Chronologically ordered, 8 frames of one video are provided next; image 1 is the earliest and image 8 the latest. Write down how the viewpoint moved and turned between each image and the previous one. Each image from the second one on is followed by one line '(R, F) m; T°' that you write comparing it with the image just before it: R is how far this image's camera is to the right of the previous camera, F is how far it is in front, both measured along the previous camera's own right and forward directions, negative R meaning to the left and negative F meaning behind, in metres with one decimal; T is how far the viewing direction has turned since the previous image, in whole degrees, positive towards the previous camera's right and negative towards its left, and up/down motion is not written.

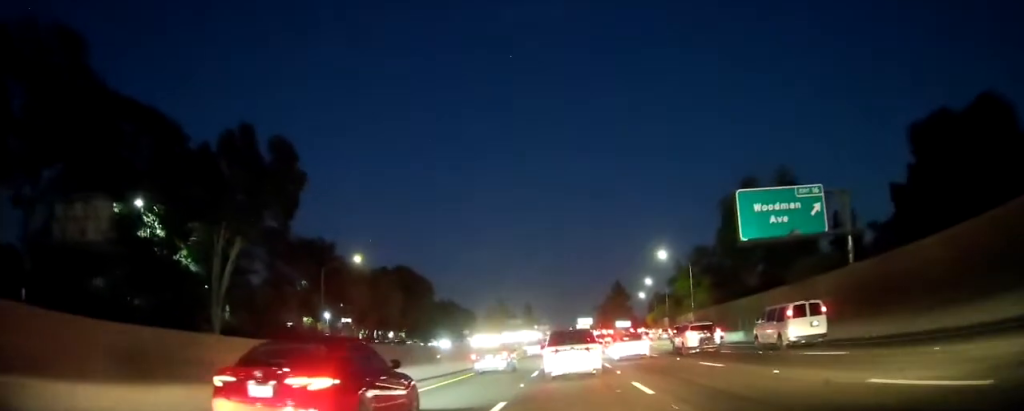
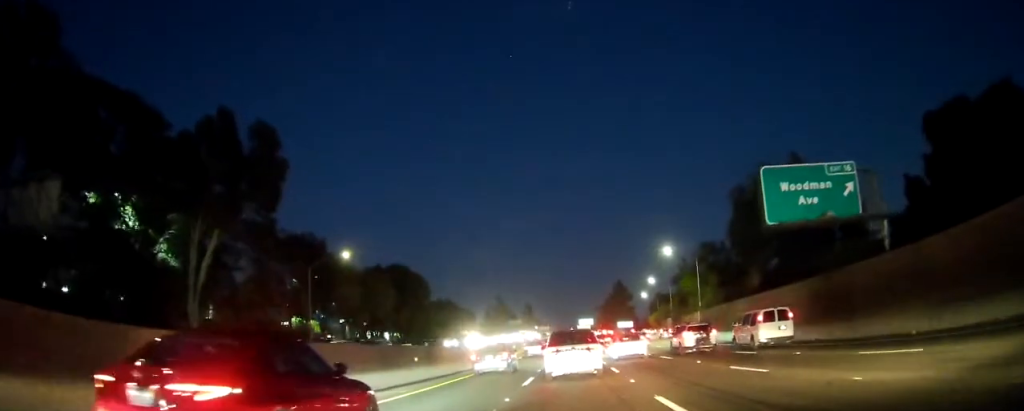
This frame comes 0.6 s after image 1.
(-0.1, +4.0) m; -2°
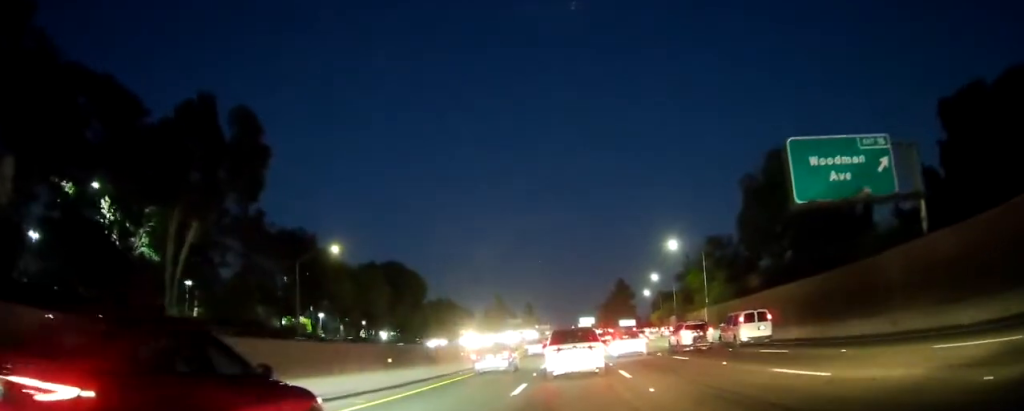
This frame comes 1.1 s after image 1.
(-0.1, +3.5) m; 0°
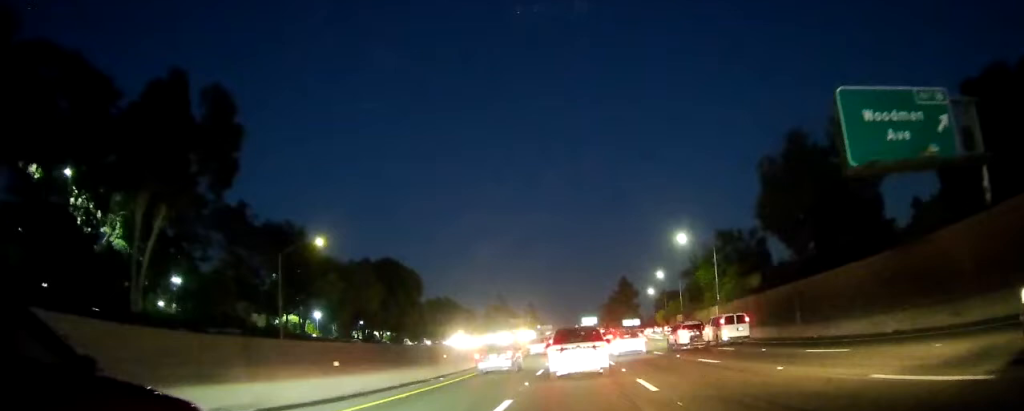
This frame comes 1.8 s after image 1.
(-0.1, +5.1) m; 0°
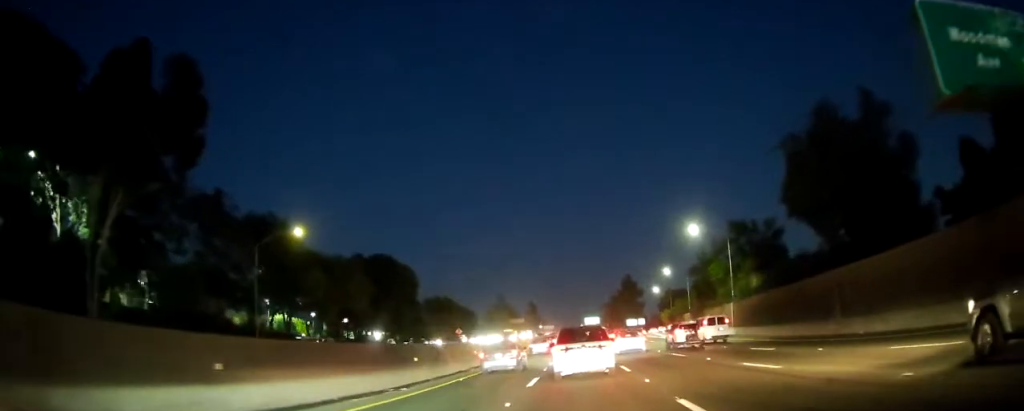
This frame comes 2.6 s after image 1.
(+0.1, +6.3) m; +1°
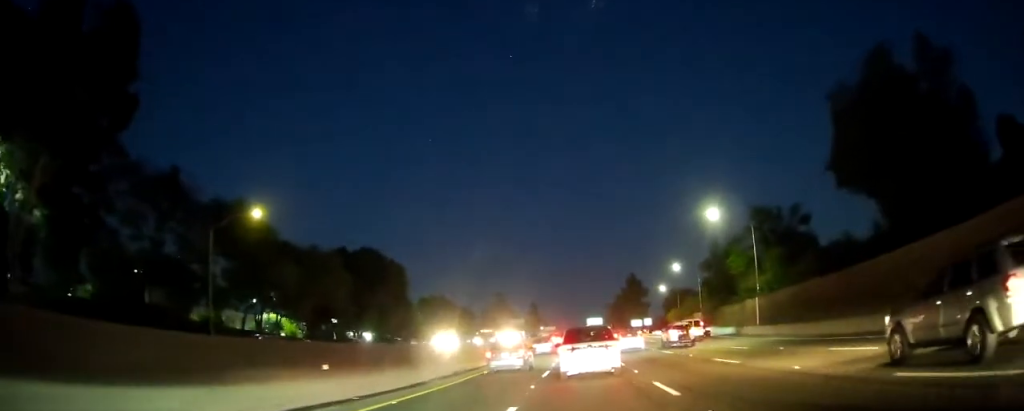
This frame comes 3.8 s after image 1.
(0.0, +9.8) m; -2°
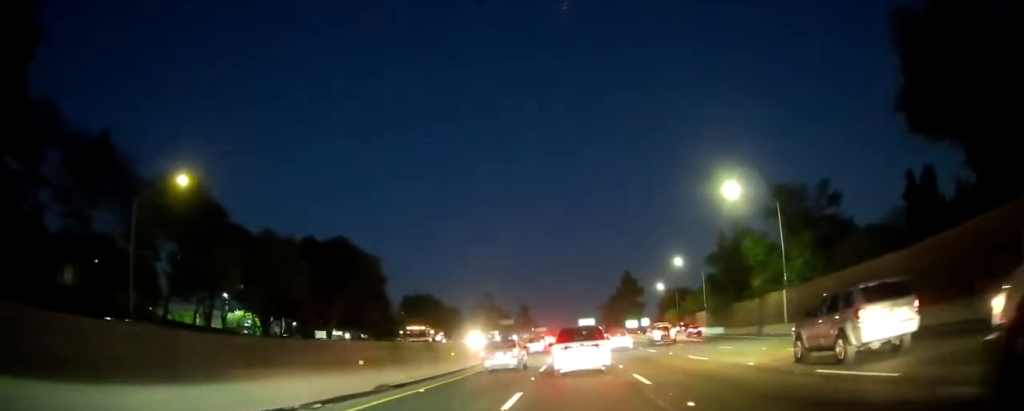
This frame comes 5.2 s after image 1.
(-0.1, +11.5) m; +2°
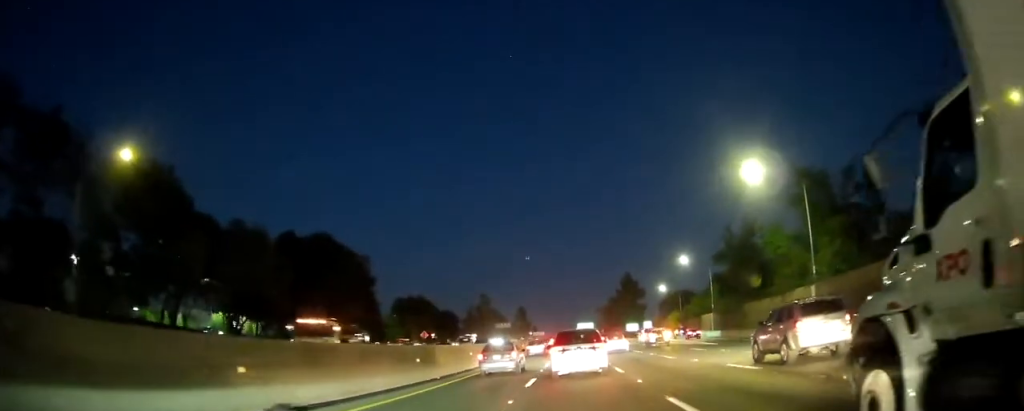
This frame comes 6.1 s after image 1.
(+0.2, +7.4) m; +2°
